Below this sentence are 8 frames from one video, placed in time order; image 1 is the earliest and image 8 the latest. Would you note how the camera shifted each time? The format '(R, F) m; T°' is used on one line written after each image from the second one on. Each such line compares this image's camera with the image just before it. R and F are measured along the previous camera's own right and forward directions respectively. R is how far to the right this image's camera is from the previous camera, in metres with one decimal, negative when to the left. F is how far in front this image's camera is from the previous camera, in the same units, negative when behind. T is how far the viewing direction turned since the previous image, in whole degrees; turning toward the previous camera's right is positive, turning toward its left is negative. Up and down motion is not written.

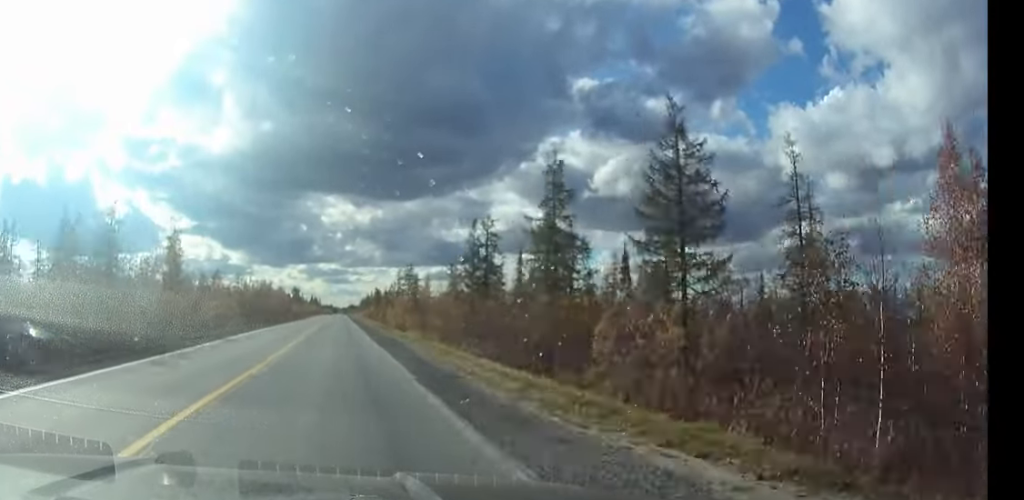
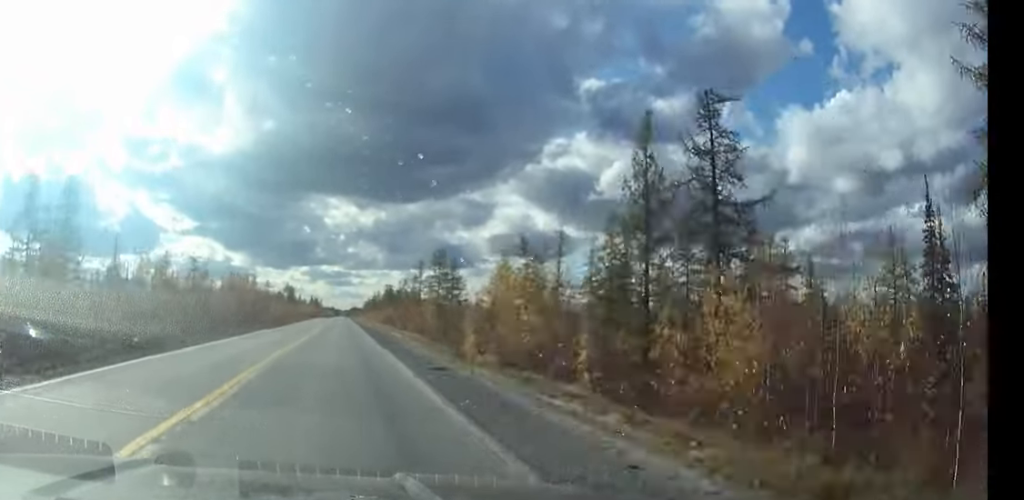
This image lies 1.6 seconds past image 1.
(0.0, +39.5) m; 0°
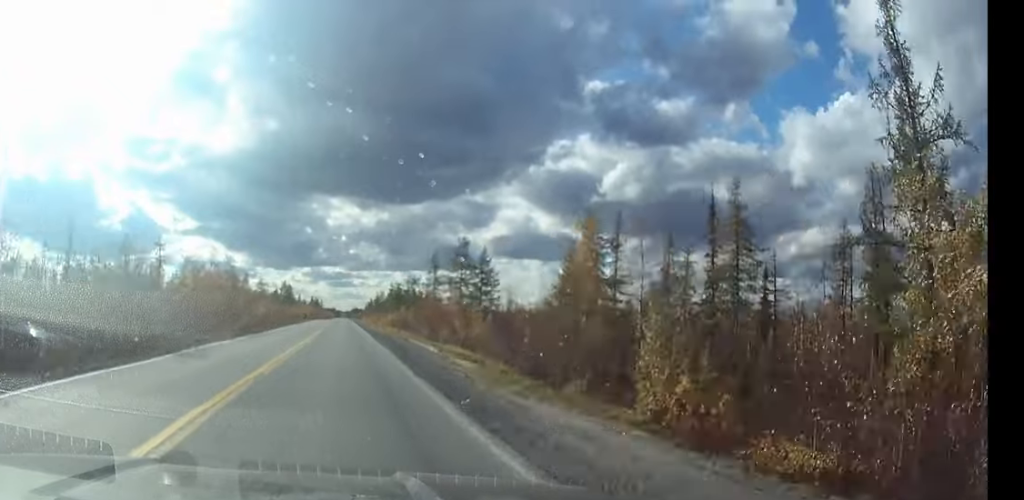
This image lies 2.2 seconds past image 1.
(0.0, +17.5) m; 0°
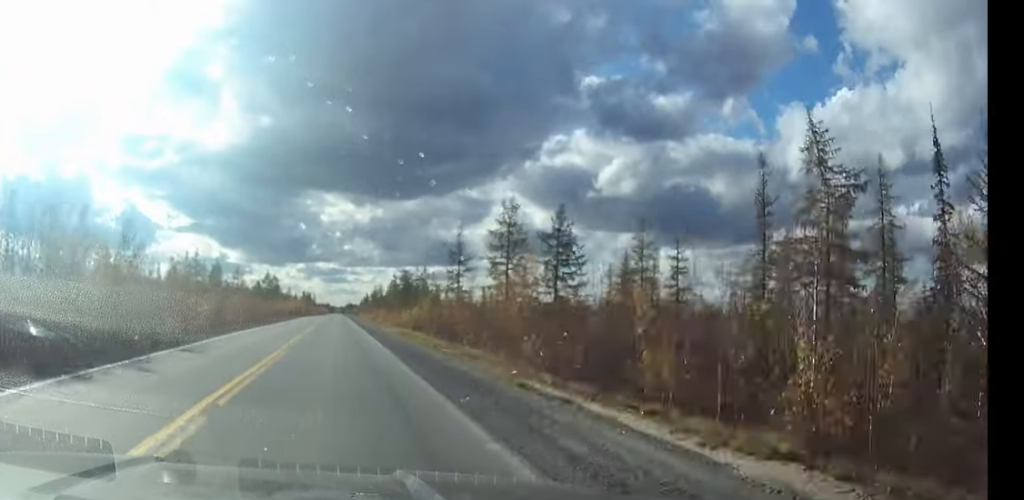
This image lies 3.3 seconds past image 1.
(0.0, +26.8) m; 0°
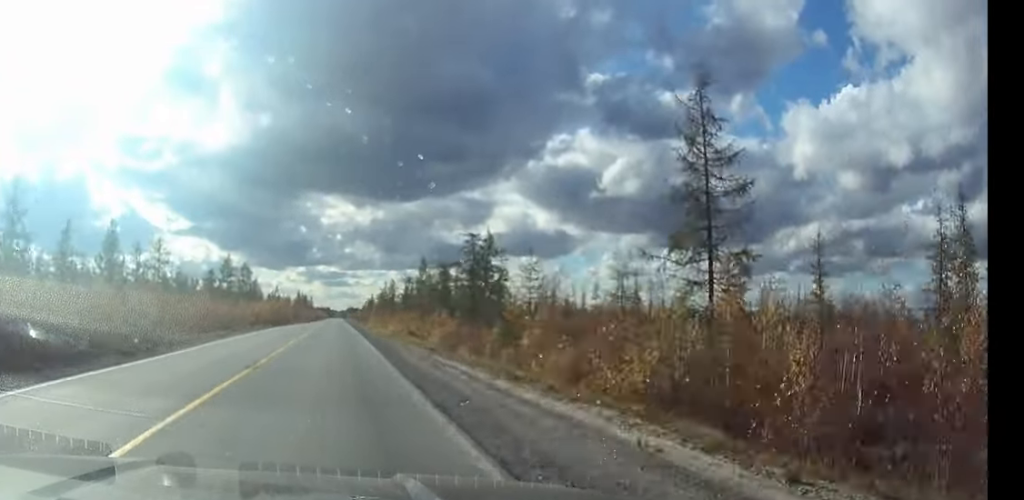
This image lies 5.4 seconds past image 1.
(-0.1, +55.7) m; 0°
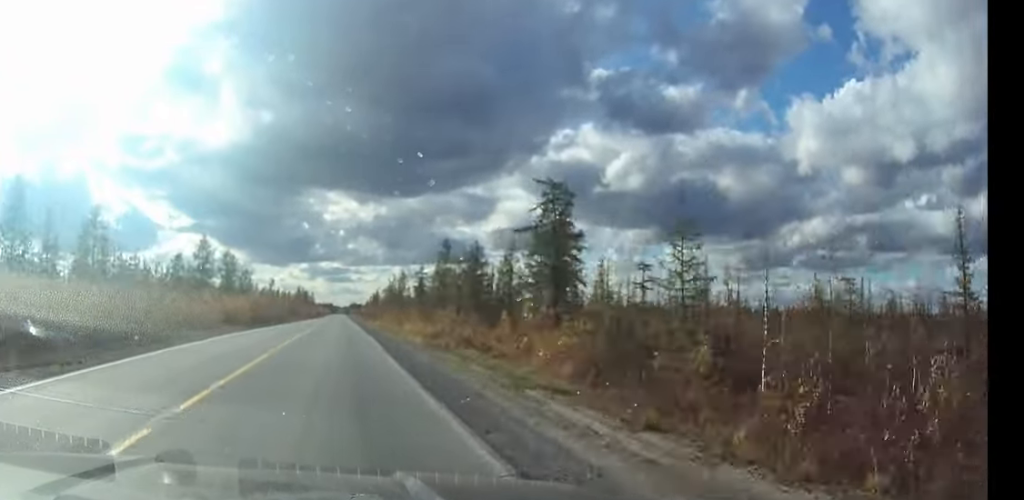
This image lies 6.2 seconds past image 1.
(0.0, +20.2) m; 0°
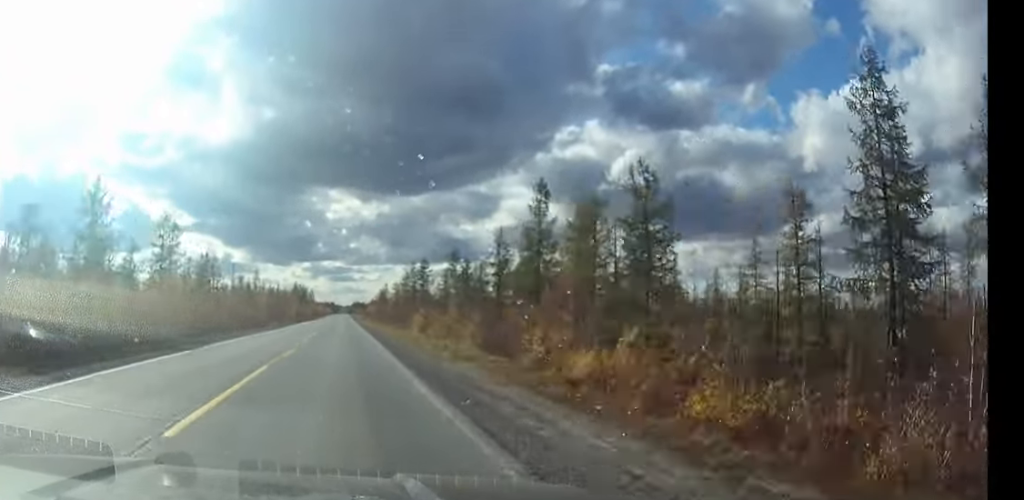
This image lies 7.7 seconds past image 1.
(-0.1, +39.9) m; 0°
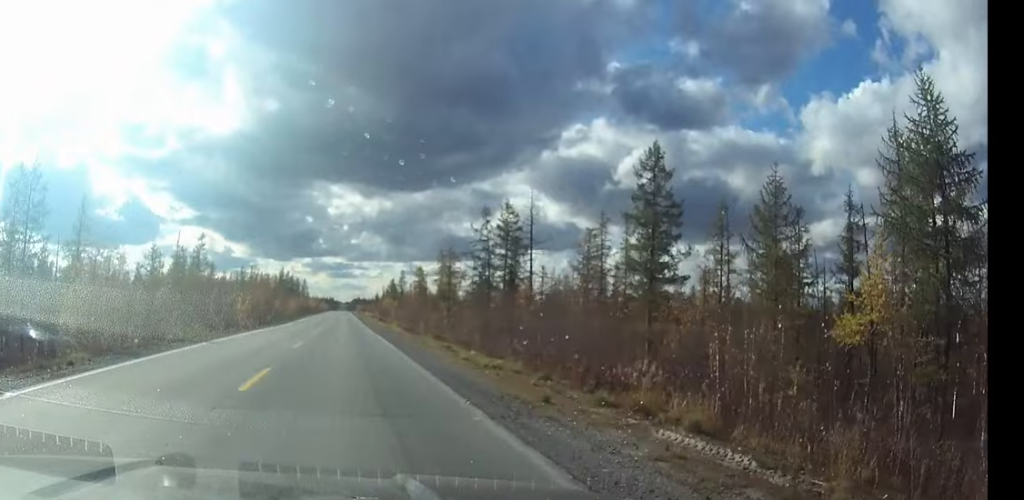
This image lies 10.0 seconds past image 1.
(+0.2, +63.1) m; 0°
